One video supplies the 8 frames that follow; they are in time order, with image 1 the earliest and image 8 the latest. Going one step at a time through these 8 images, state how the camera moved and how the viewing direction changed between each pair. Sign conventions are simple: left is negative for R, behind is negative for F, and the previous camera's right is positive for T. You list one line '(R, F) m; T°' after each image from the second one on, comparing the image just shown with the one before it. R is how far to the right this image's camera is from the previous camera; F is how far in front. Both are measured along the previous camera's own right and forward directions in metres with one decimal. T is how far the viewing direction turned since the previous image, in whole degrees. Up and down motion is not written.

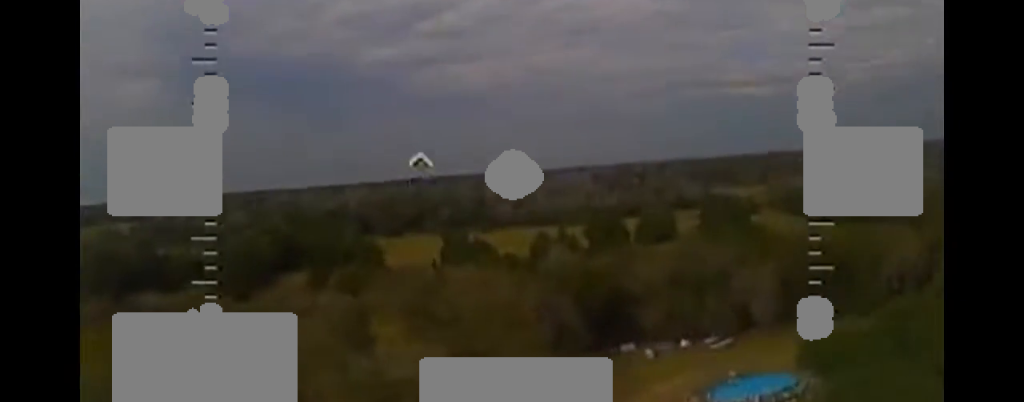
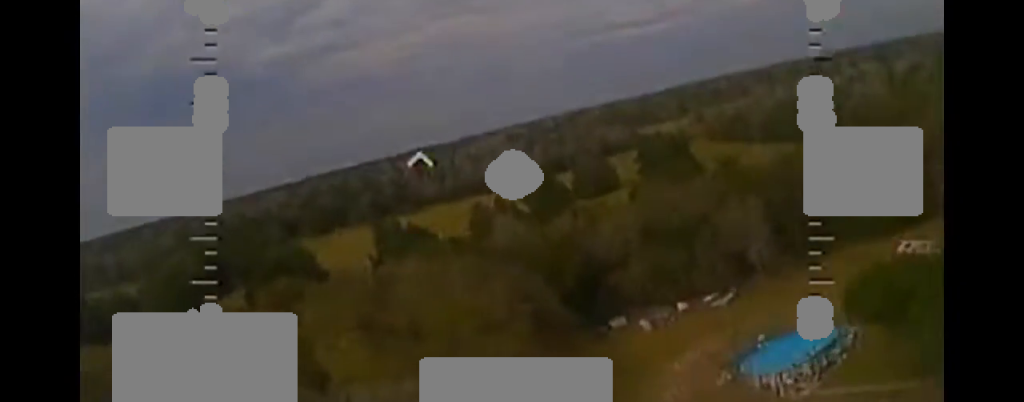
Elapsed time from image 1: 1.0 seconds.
(-0.6, +12.6) m; +6°
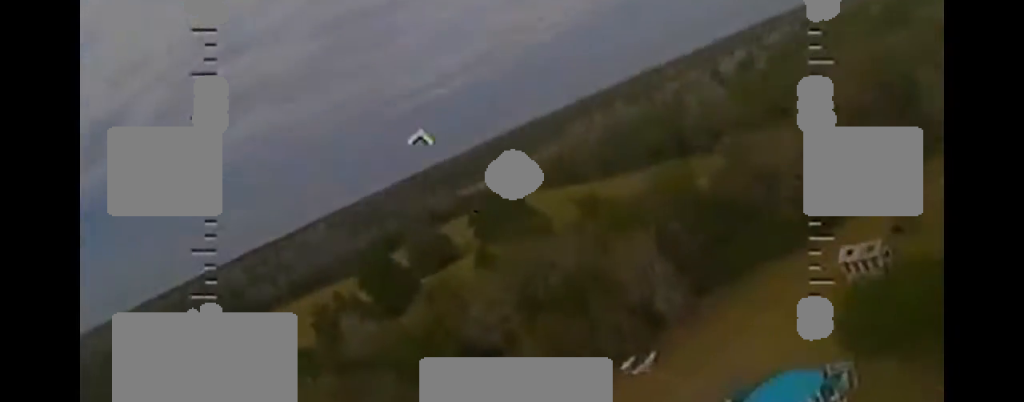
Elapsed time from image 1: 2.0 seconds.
(+1.8, +13.5) m; +21°
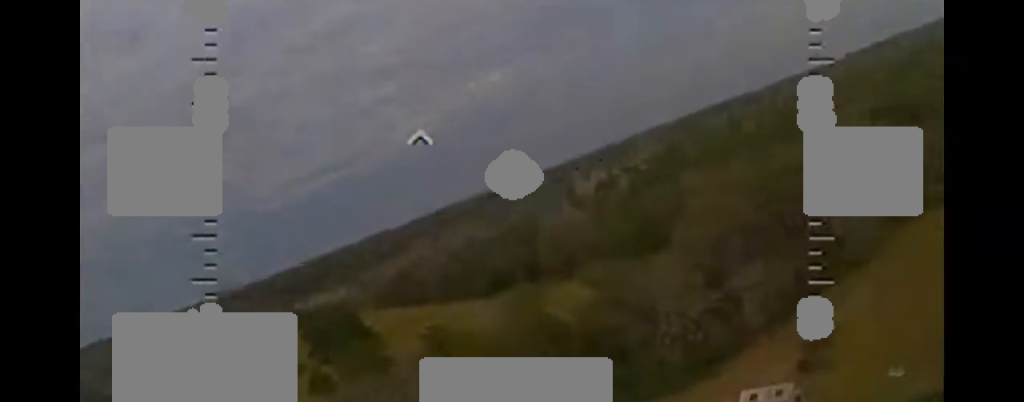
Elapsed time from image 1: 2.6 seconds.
(+1.8, +8.9) m; +17°
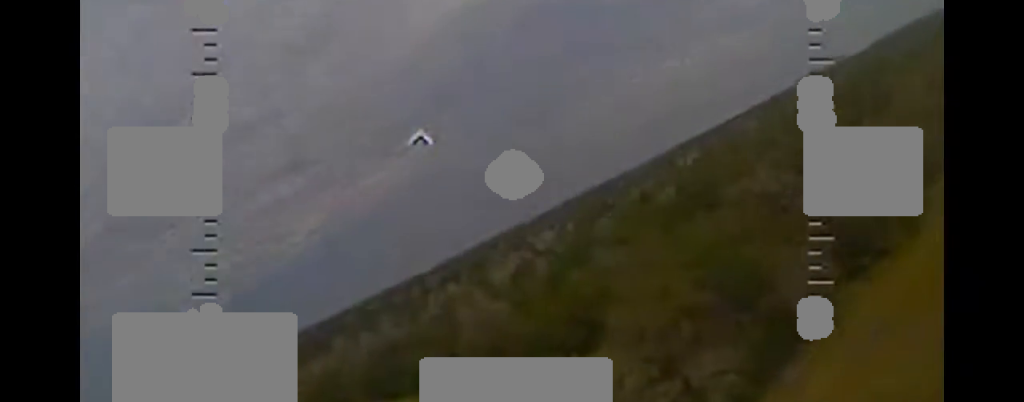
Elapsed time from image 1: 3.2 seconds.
(+0.6, +7.8) m; +15°
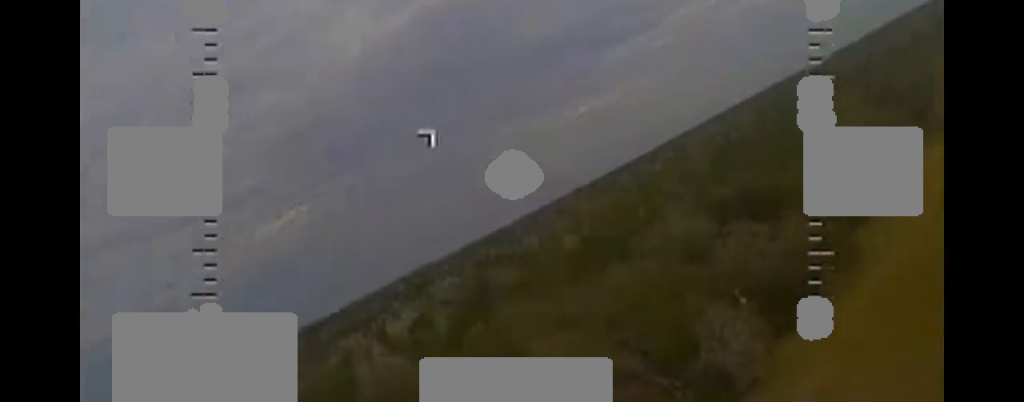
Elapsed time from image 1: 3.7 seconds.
(+1.0, +6.5) m; +13°
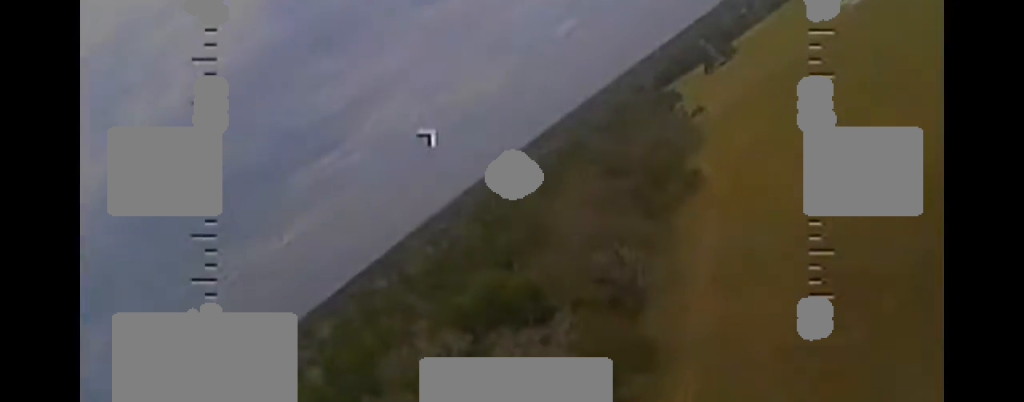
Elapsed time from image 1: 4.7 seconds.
(+3.4, +12.9) m; +26°
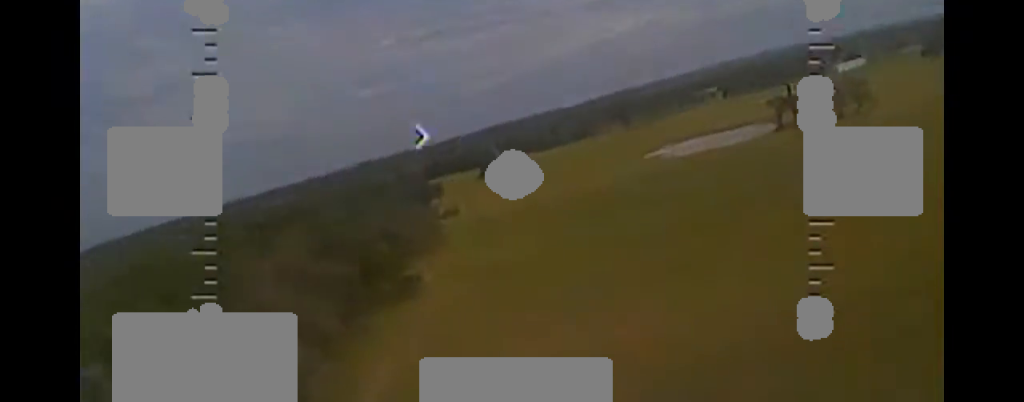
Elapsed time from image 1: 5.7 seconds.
(+2.8, +13.9) m; +13°
